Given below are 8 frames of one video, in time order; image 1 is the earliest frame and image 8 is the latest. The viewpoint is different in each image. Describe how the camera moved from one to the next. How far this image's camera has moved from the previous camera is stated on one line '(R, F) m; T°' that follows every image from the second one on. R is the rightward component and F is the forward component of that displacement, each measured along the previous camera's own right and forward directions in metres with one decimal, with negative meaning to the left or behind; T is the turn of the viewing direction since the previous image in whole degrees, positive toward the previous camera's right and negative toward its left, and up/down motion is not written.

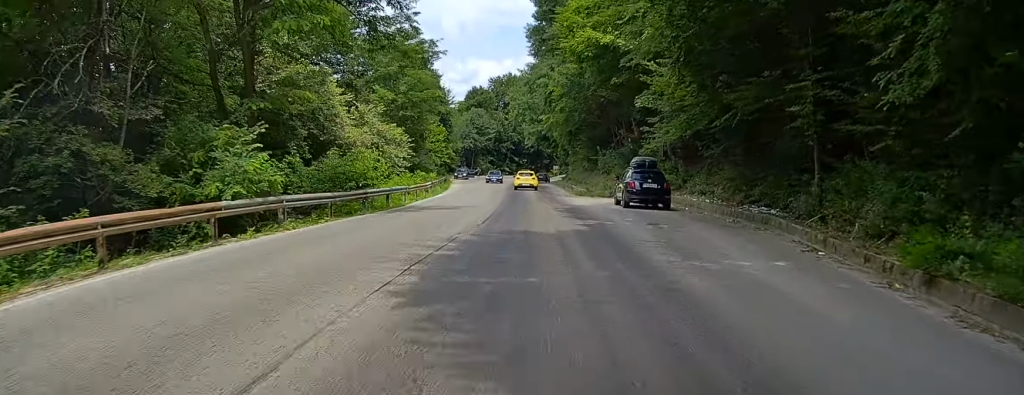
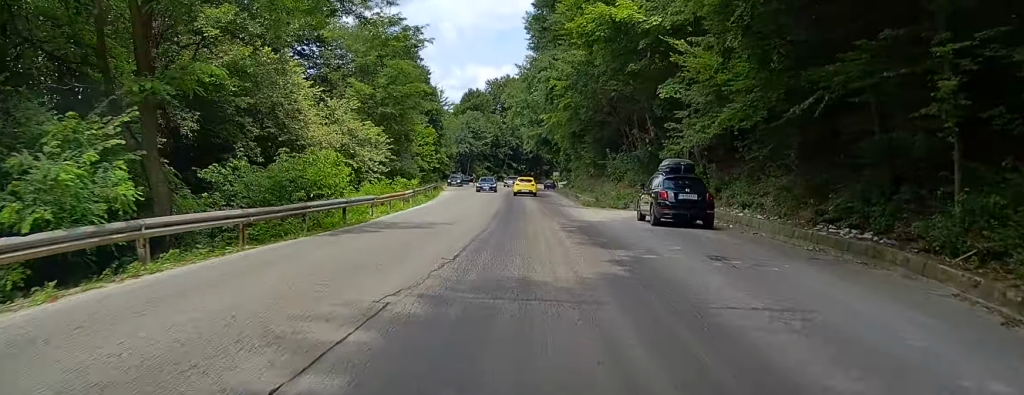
(+0.3, +6.0) m; +3°
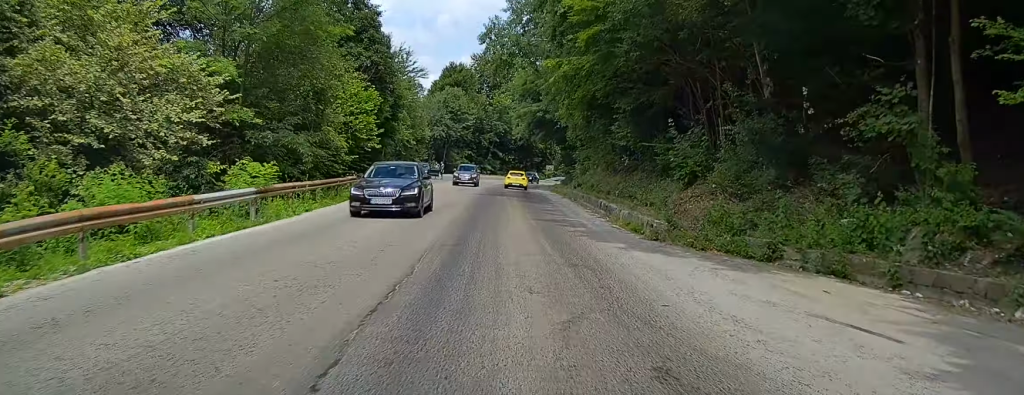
(-0.4, +19.7) m; -6°
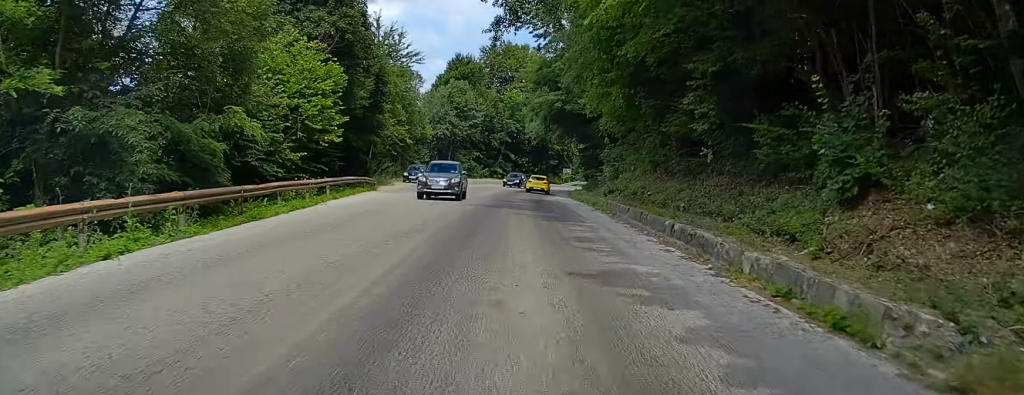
(-0.6, +10.7) m; -4°
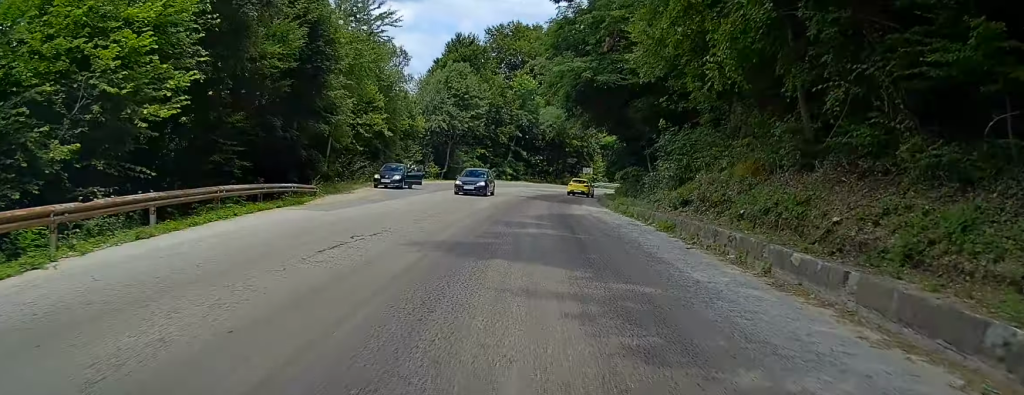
(-0.2, +15.0) m; -1°
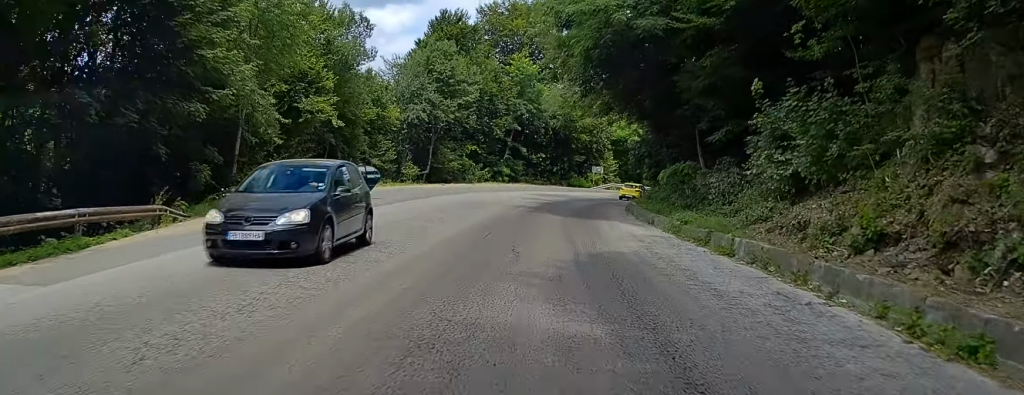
(-0.1, +13.2) m; +1°
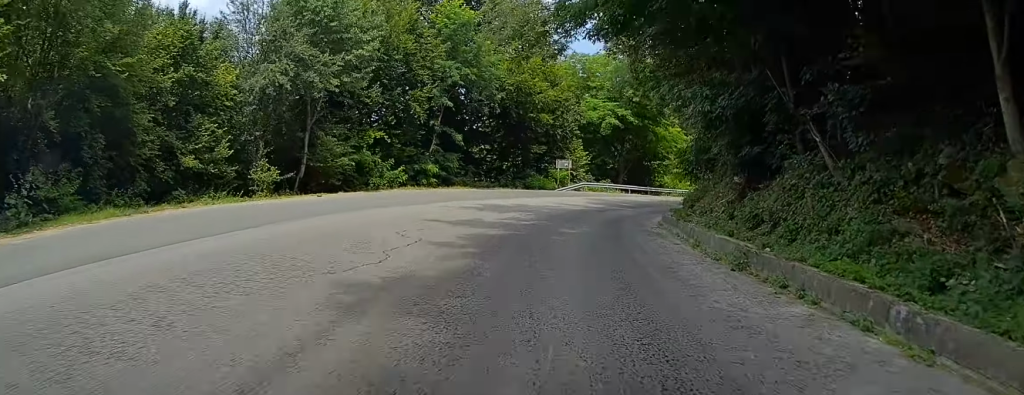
(+1.0, +24.0) m; +4°
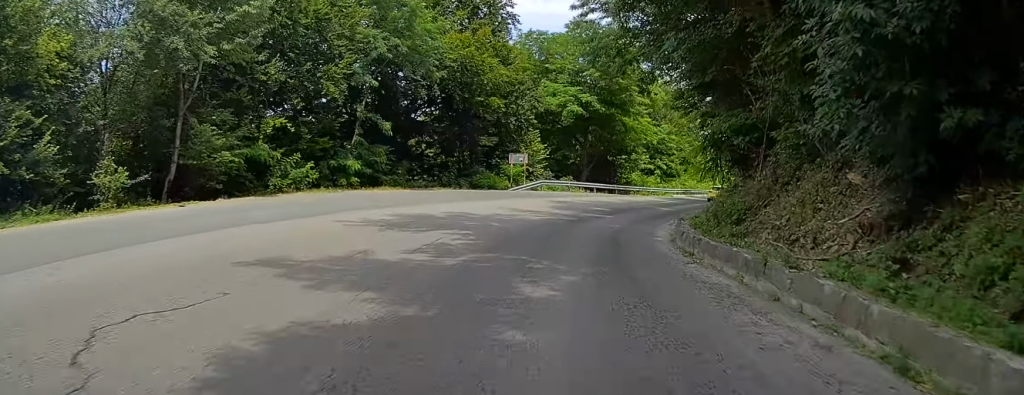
(+0.2, +10.9) m; +2°
